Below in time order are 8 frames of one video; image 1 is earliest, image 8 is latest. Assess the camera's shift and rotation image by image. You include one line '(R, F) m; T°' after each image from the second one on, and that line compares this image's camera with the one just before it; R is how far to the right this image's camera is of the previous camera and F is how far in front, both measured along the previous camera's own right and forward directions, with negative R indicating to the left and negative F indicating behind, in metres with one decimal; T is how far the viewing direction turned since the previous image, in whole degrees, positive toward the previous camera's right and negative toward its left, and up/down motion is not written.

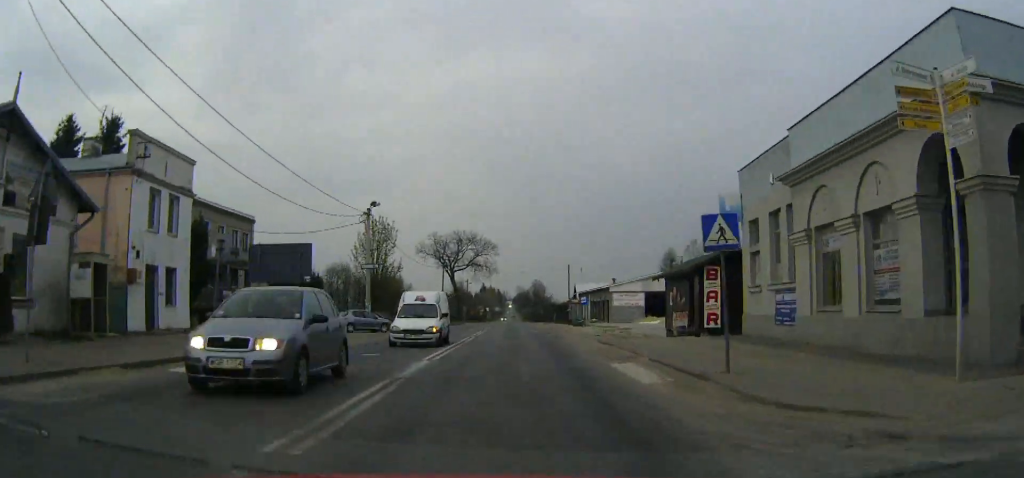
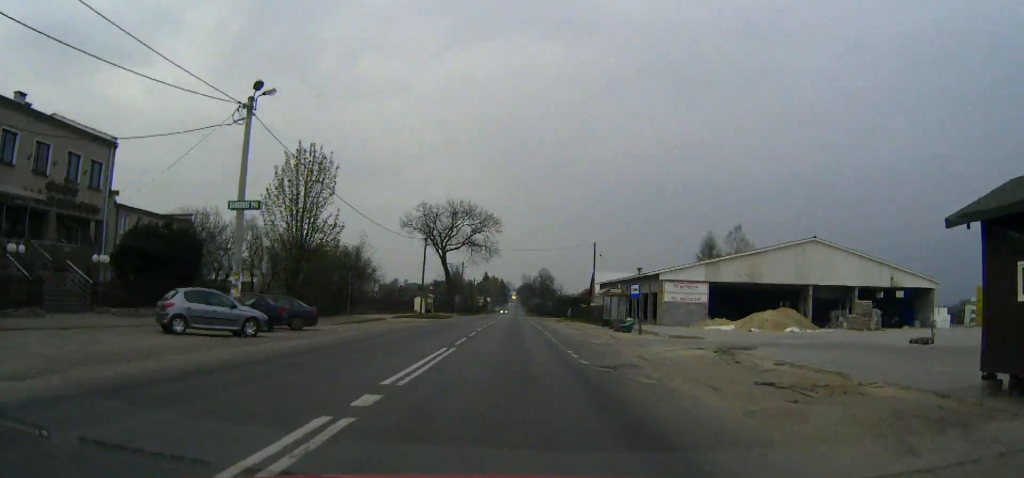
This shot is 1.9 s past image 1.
(0.0, +25.3) m; 0°
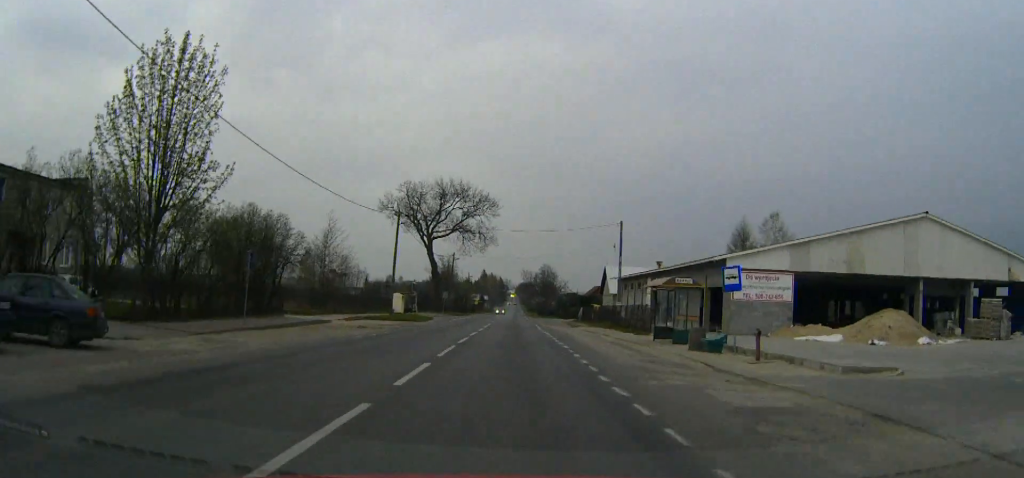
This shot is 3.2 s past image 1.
(0.0, +17.4) m; 0°
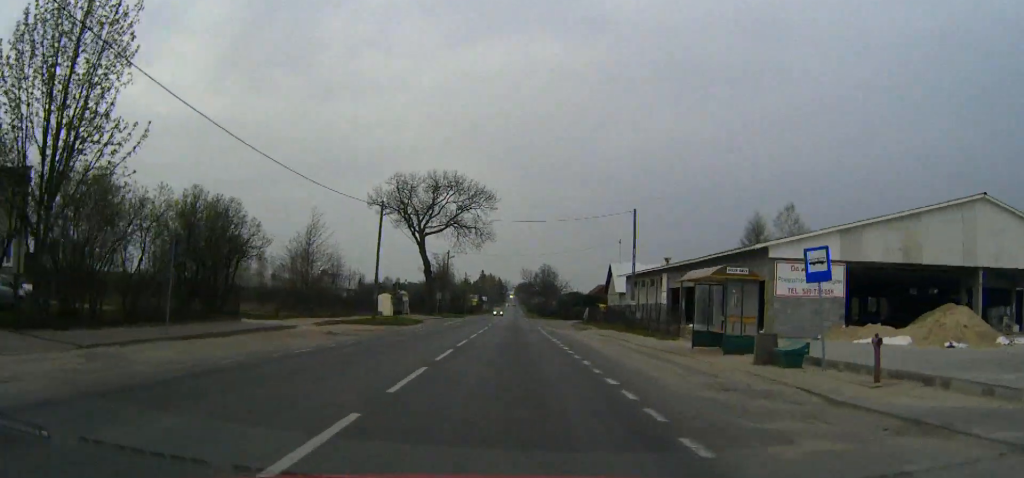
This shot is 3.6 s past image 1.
(0.0, +6.5) m; 0°
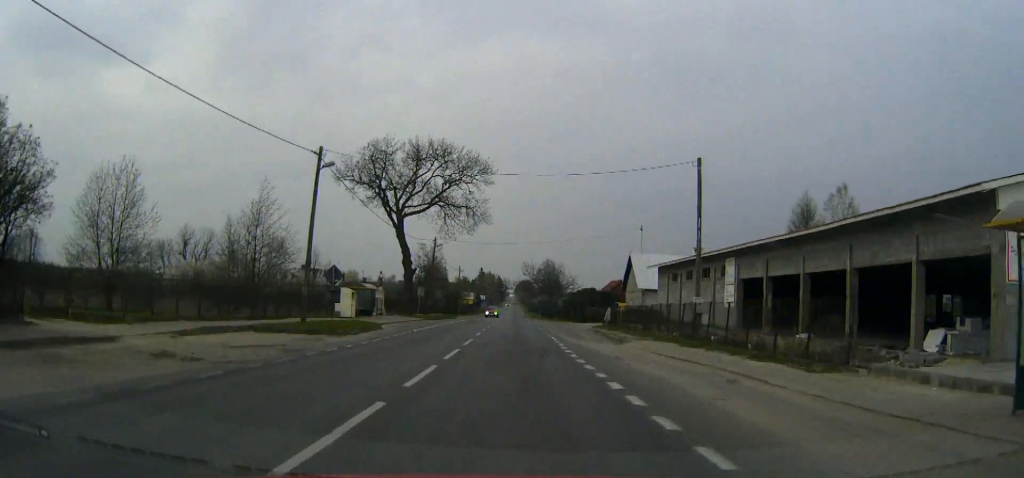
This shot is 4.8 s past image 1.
(0.0, +16.6) m; 0°
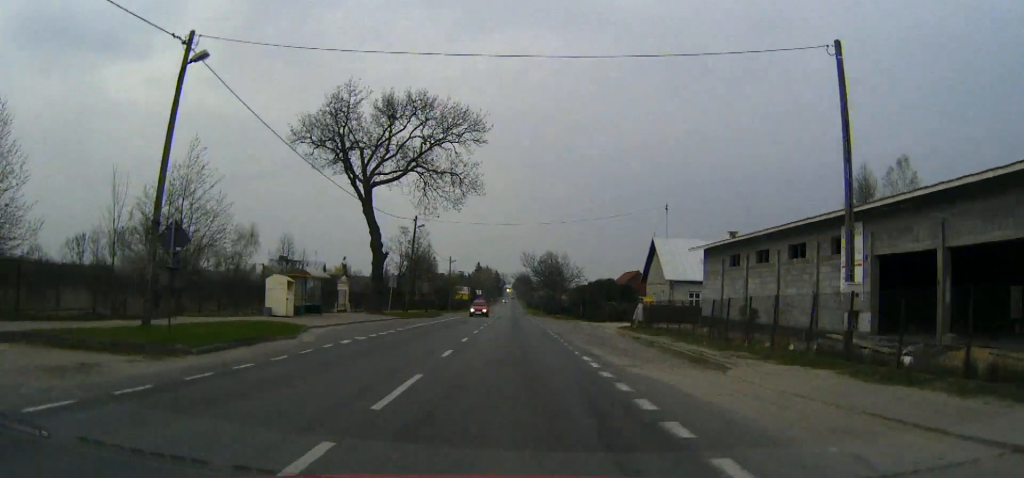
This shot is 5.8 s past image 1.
(0.0, +14.7) m; 0°
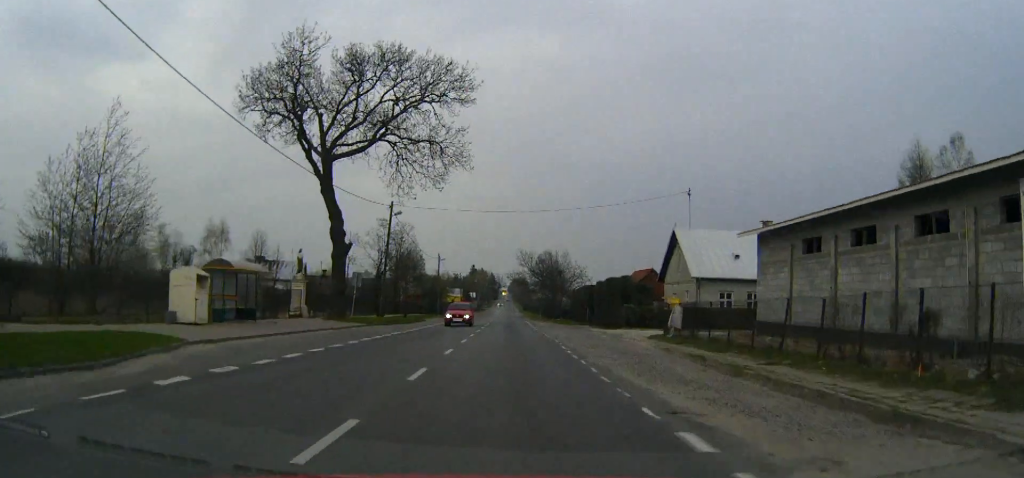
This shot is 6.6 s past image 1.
(0.0, +10.8) m; 0°
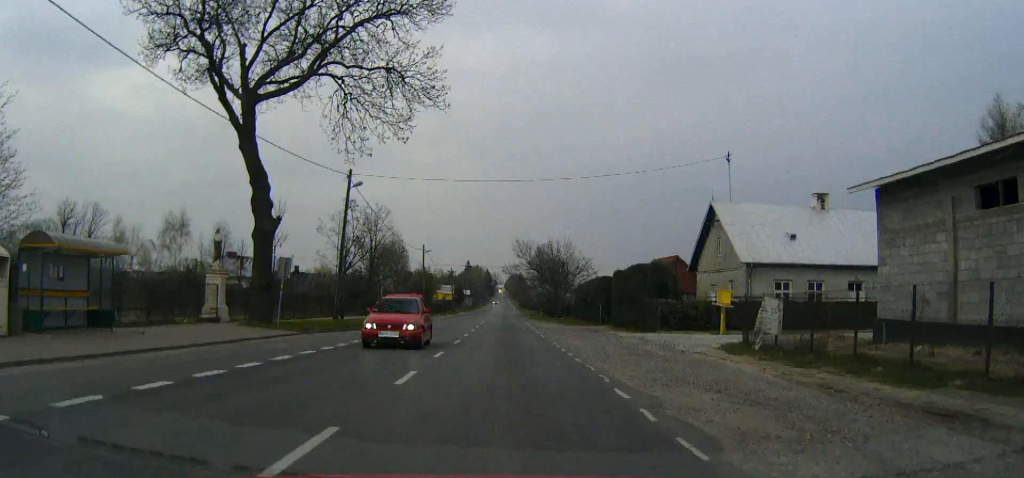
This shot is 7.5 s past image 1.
(+0.1, +12.5) m; 0°
